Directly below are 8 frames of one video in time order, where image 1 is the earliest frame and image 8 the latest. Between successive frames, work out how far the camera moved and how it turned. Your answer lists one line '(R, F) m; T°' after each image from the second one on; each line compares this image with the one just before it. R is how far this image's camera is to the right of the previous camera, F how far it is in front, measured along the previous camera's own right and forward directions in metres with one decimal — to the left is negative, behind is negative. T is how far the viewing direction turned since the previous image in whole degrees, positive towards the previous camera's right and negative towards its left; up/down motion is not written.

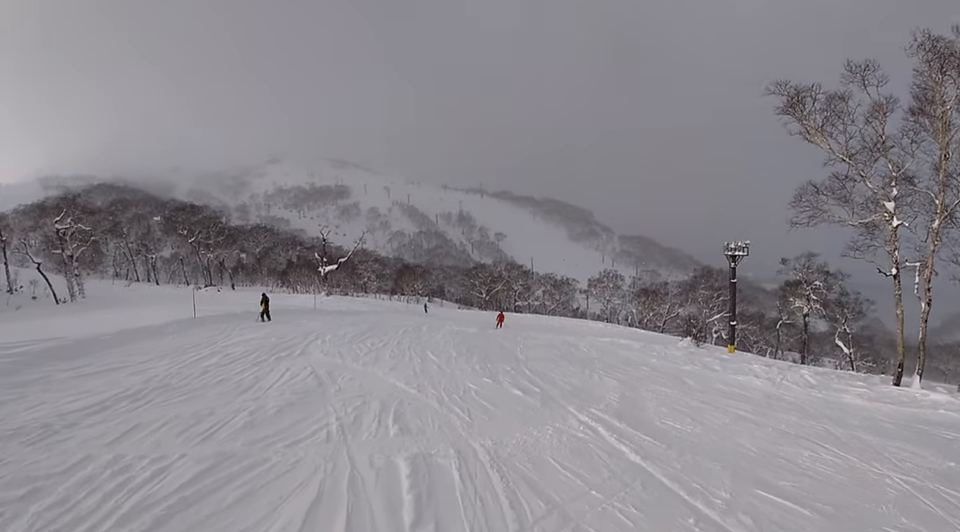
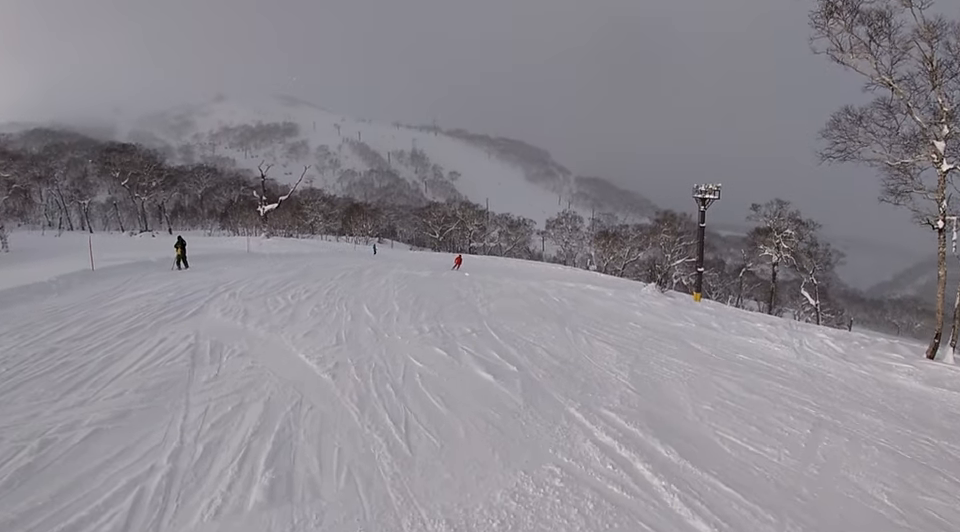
(0.0, +3.4) m; -1°
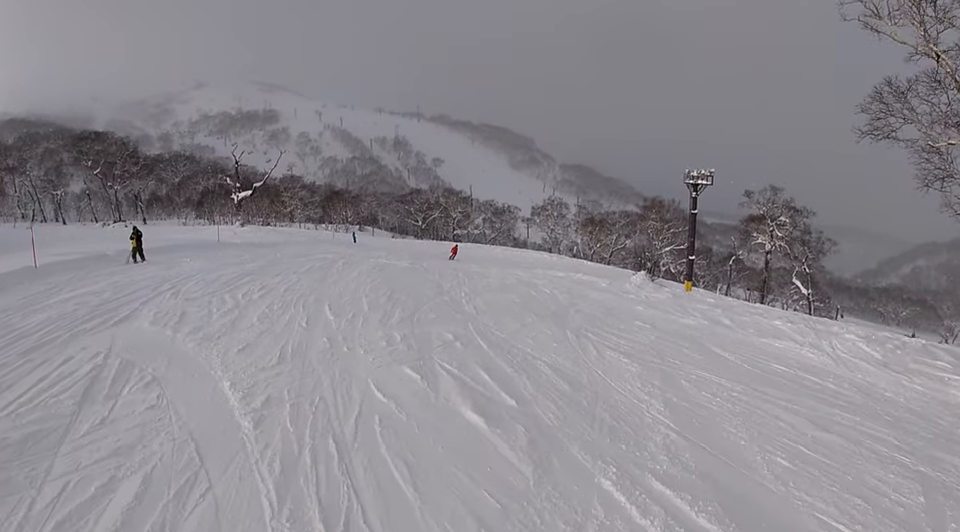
(0.0, +1.9) m; -2°
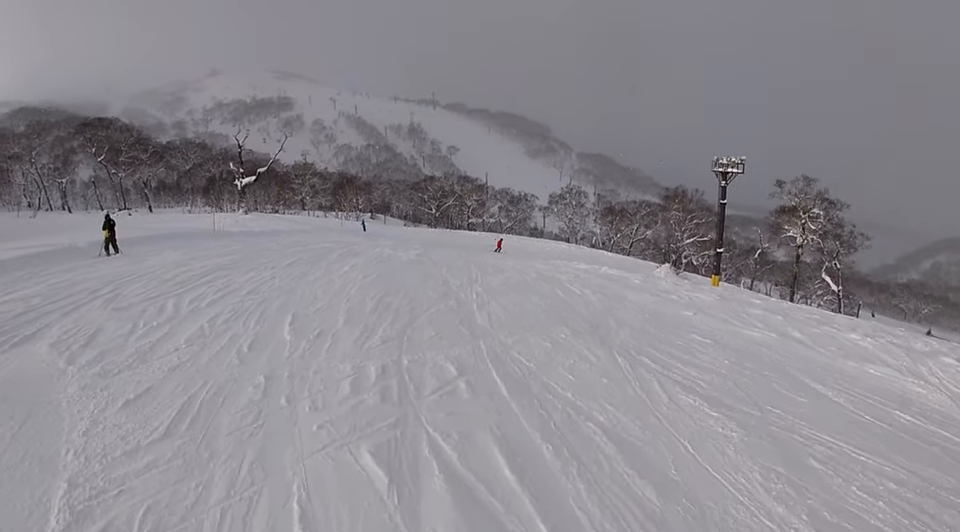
(0.0, +2.6) m; -6°
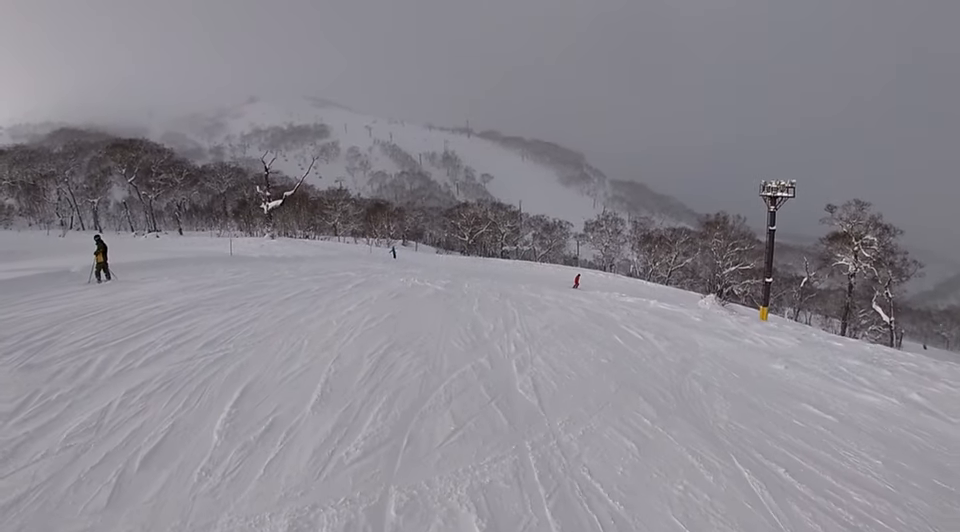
(-0.2, +2.7) m; -2°
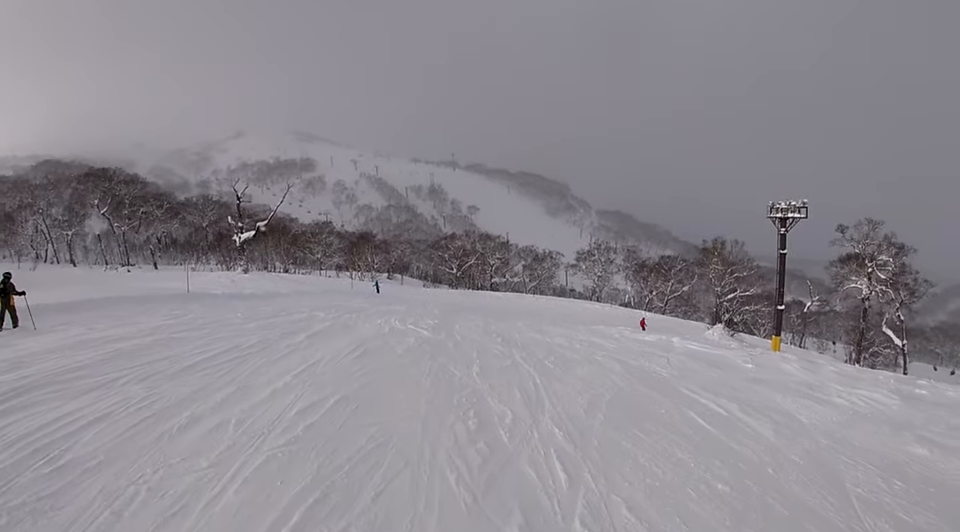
(-0.1, +4.0) m; +4°
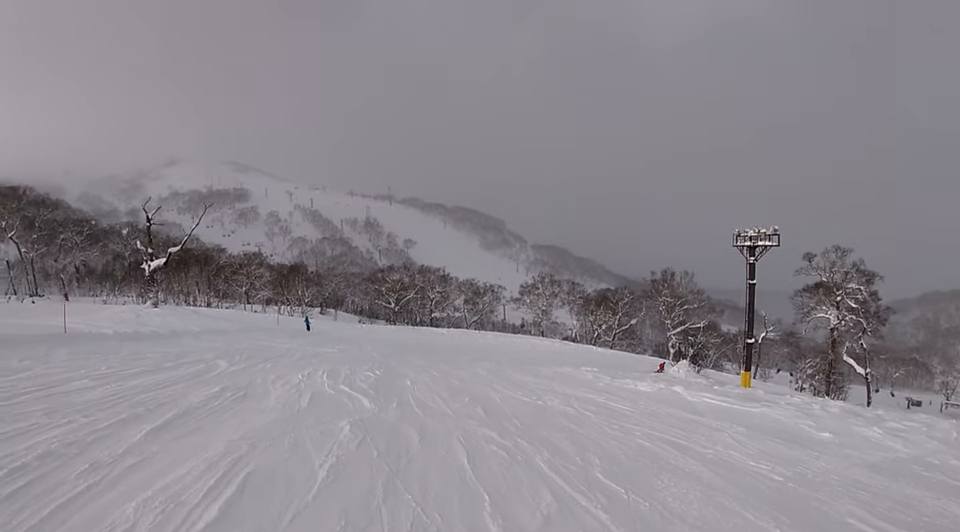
(+0.6, +5.1) m; +1°
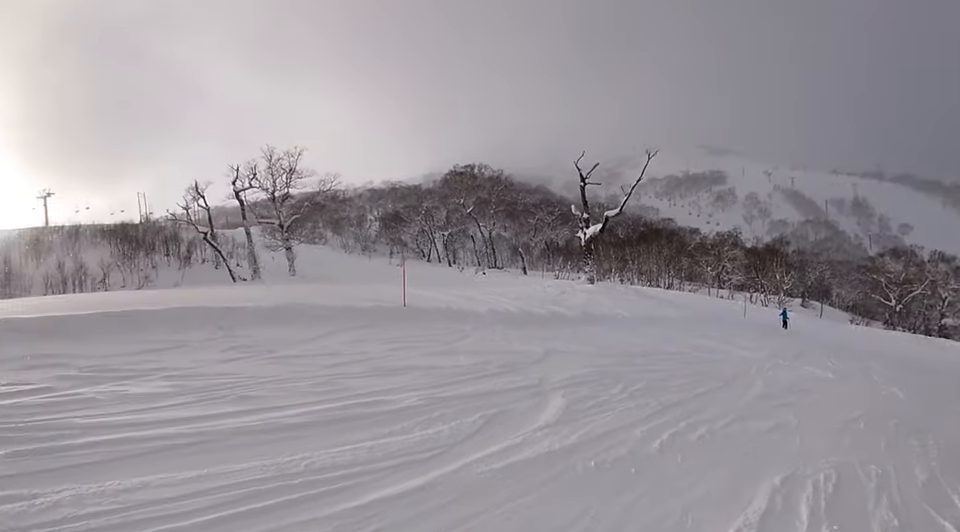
(-1.4, +10.8) m; -12°
